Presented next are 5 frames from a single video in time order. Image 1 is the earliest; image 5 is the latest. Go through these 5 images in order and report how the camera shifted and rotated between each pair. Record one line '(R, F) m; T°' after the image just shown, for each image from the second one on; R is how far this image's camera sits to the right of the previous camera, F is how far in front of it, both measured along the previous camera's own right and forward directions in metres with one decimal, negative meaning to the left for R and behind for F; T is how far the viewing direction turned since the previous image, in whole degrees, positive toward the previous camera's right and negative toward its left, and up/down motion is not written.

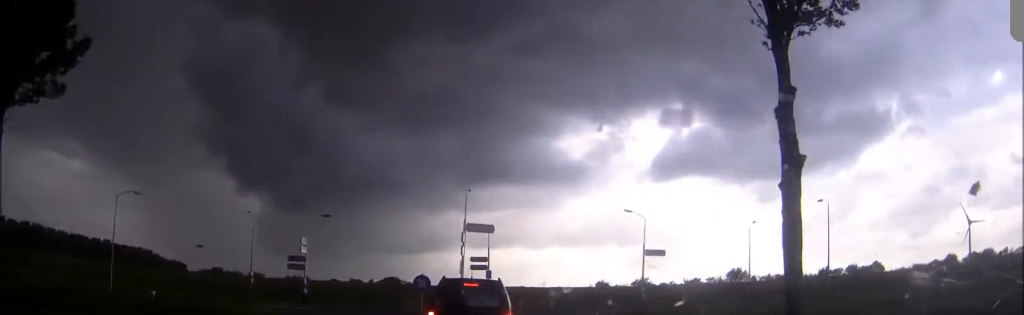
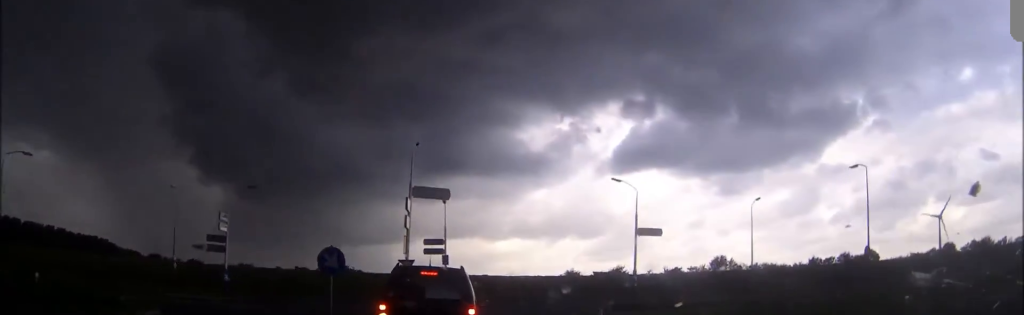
(+0.6, +12.2) m; +4°
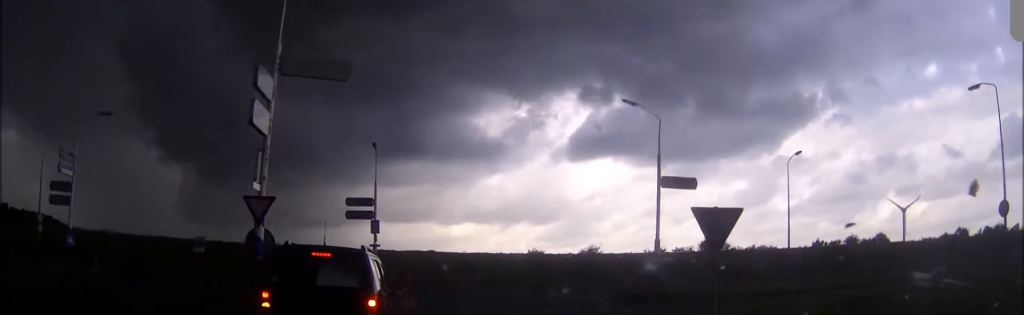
(+0.8, +18.6) m; +6°
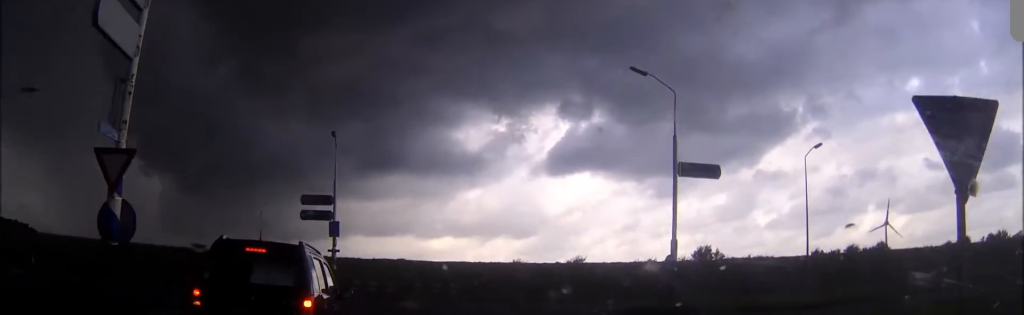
(+0.2, +6.7) m; +4°
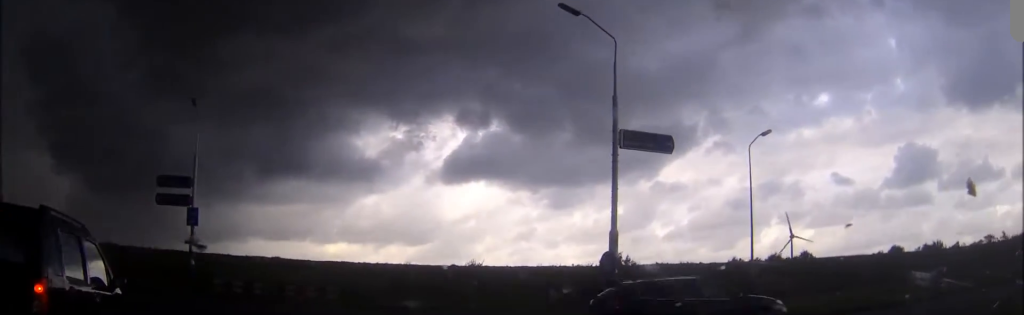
(+0.3, +7.3) m; +6°
